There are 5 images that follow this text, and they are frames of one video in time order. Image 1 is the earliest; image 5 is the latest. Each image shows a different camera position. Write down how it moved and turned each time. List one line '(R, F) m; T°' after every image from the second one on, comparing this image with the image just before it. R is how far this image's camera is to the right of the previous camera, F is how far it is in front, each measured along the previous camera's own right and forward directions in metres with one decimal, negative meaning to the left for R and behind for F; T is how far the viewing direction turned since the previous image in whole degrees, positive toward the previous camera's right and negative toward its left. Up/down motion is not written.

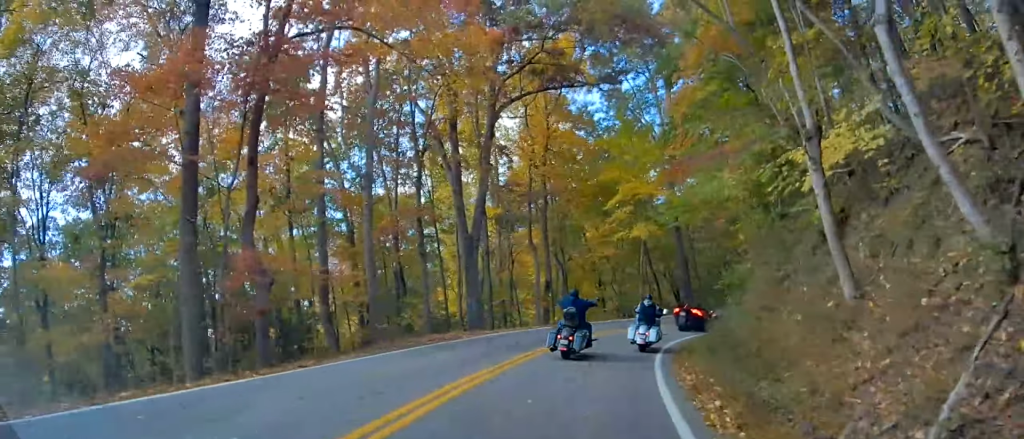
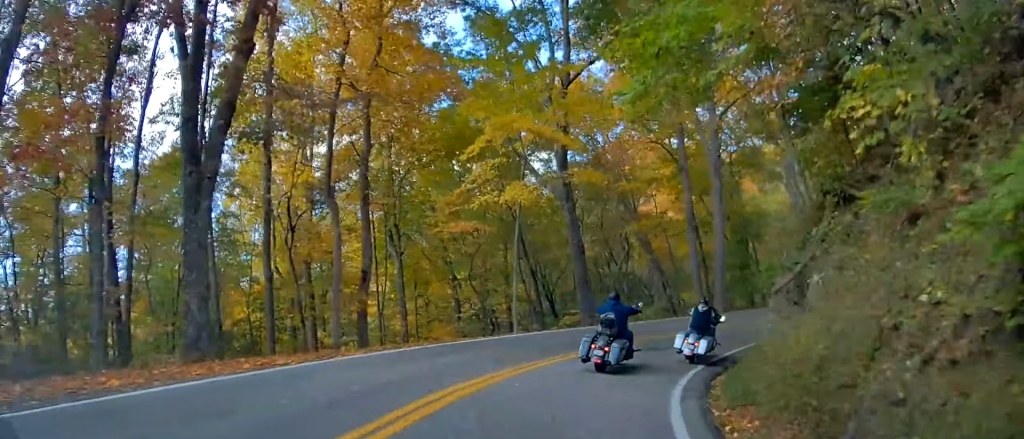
(+1.3, +16.0) m; +11°
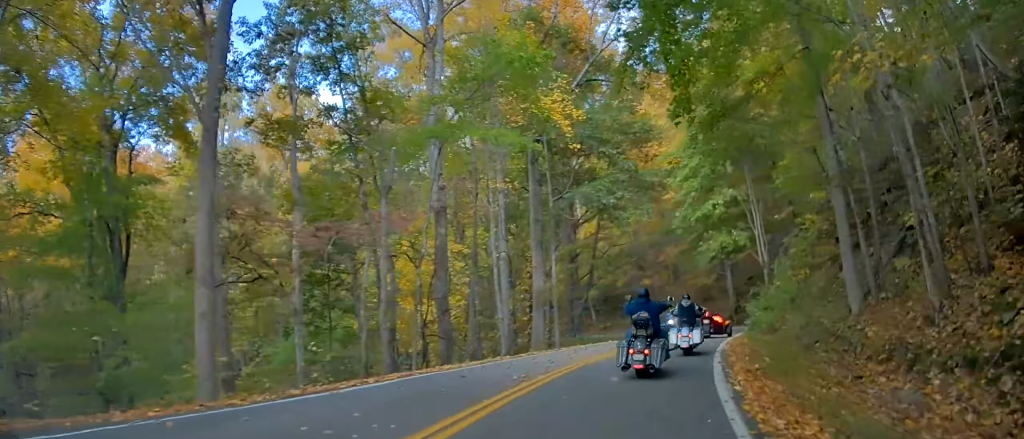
(+10.9, +27.5) m; +43°
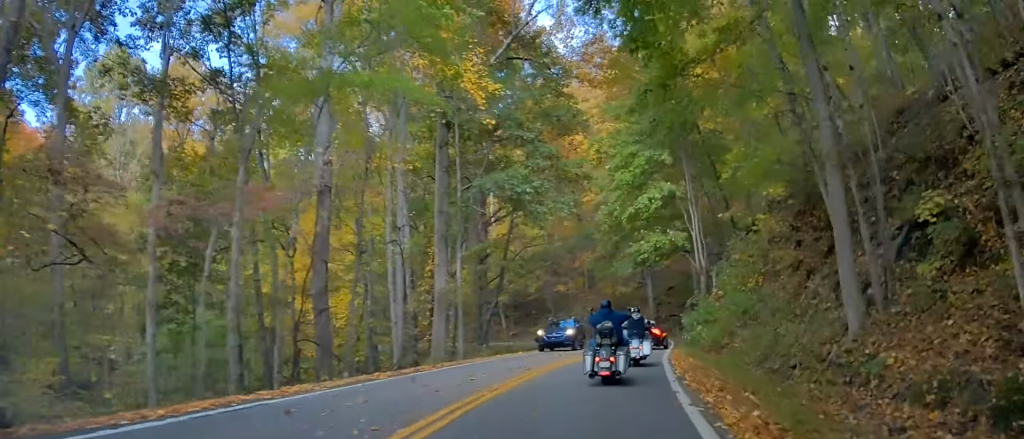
(+0.3, +5.1) m; +7°
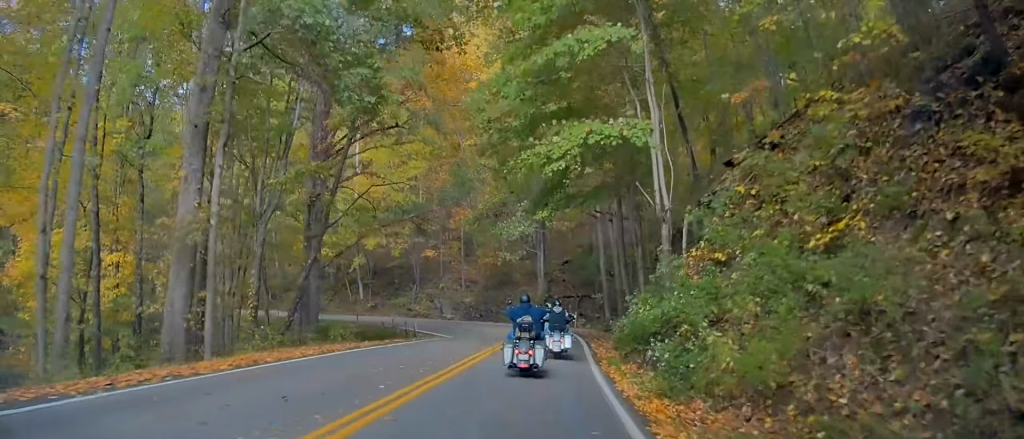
(+2.0, +16.1) m; +9°
